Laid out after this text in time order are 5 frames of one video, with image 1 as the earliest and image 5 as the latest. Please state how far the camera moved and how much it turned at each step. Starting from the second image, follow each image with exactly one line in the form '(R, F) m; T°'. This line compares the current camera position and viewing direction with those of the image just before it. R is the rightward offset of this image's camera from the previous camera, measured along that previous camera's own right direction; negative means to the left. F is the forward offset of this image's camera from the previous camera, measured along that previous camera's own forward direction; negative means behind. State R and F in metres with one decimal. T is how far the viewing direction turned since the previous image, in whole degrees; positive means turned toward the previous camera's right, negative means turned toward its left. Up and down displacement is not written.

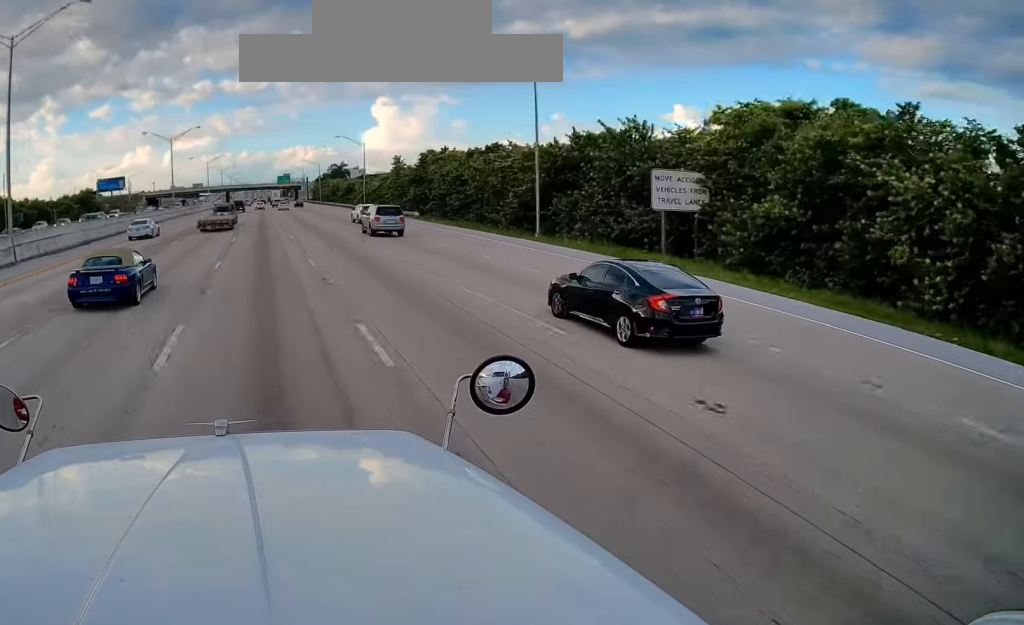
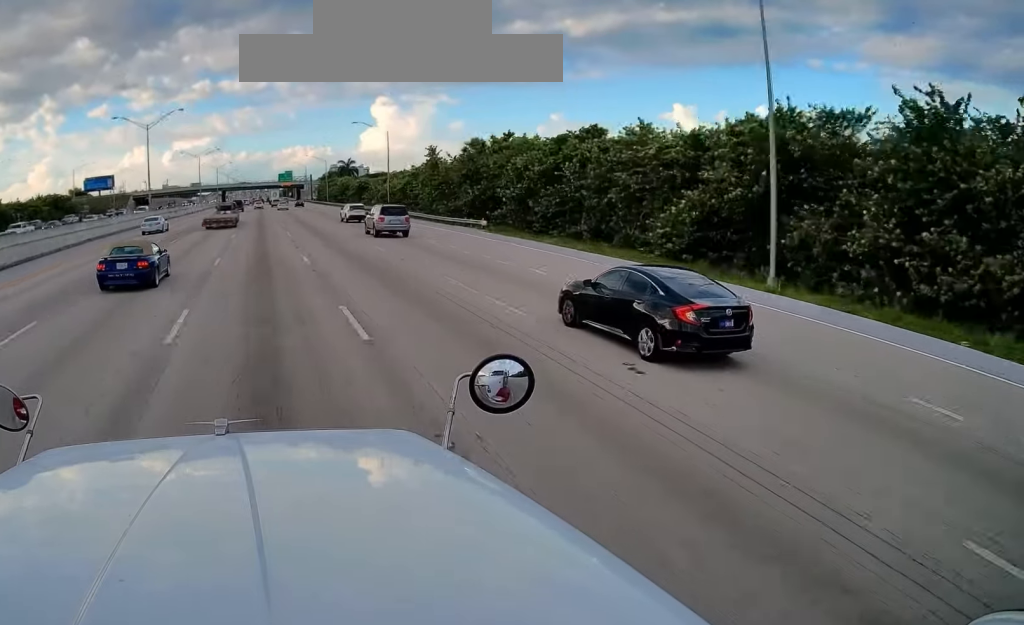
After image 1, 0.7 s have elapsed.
(+0.1, +24.4) m; 0°
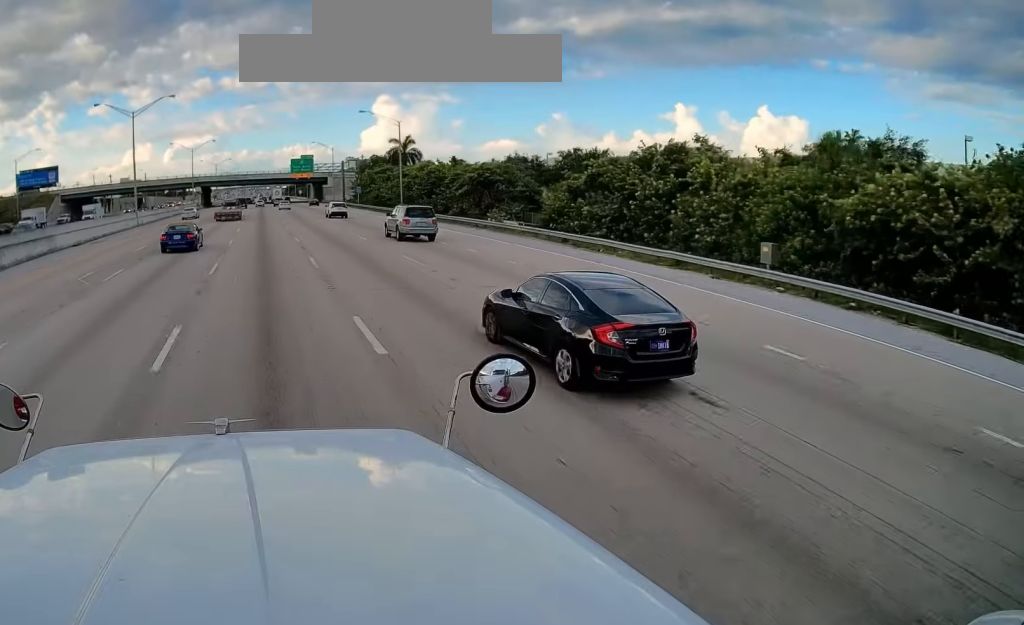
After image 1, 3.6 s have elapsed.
(-0.4, +93.0) m; 0°
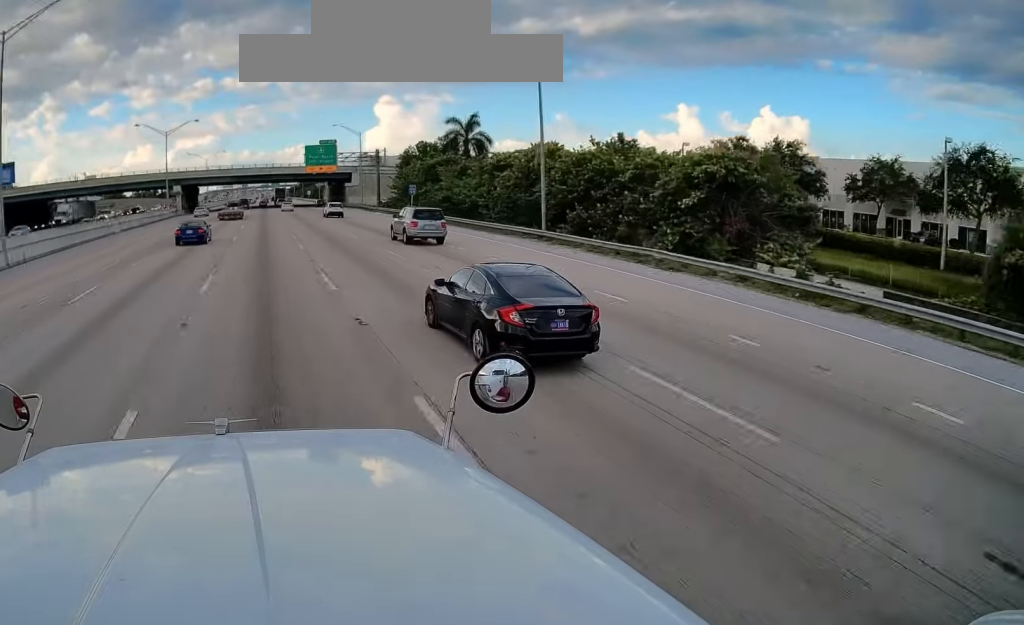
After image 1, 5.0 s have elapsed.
(-0.4, +42.8) m; 0°
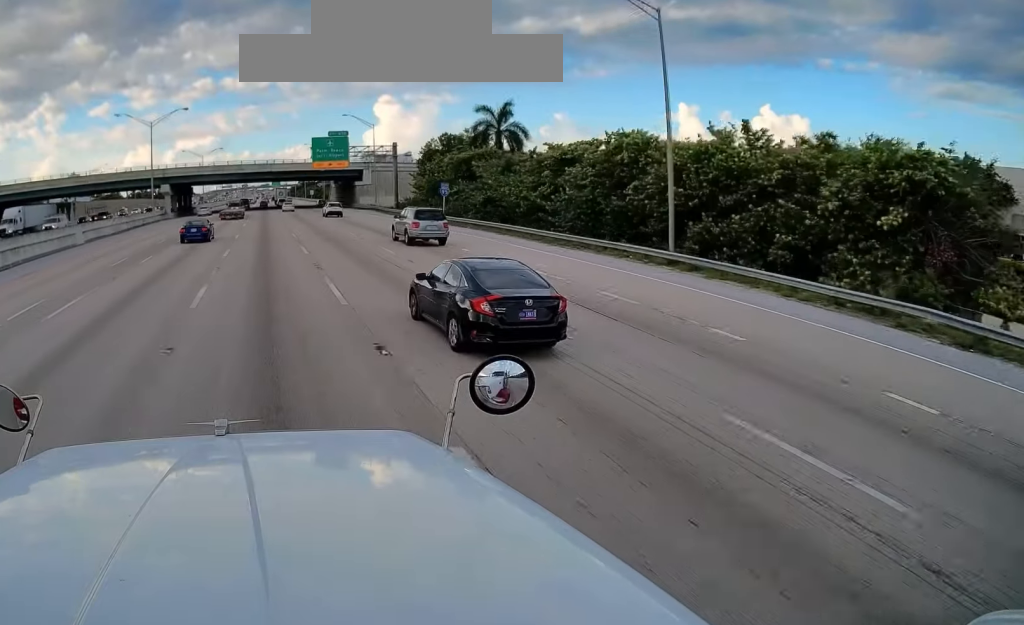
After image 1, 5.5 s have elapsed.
(-0.1, +14.2) m; 0°
